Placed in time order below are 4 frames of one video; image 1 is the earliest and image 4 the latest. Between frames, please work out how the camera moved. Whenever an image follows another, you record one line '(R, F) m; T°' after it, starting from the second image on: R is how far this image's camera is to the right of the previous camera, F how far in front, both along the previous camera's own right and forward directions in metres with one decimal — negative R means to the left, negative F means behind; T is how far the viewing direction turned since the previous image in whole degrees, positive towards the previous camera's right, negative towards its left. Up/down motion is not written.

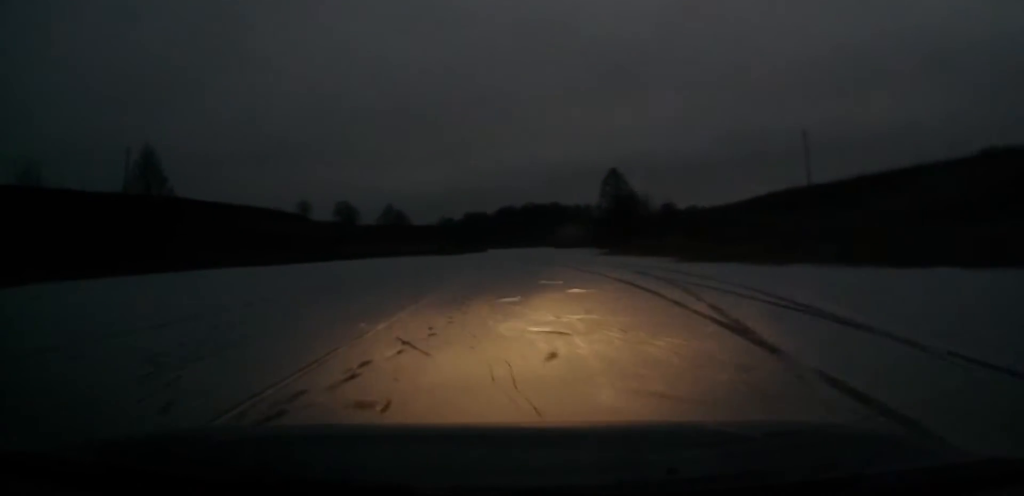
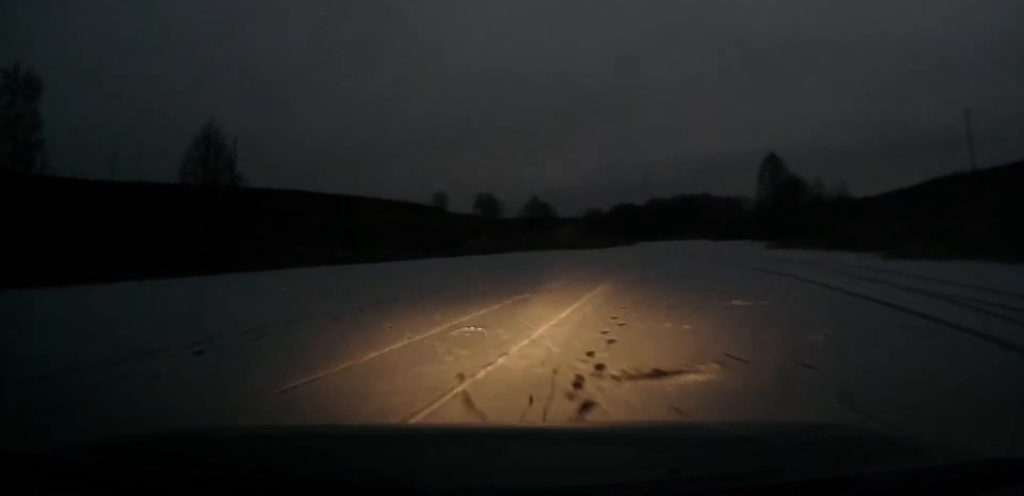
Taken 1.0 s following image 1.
(-0.4, +8.6) m; -3°
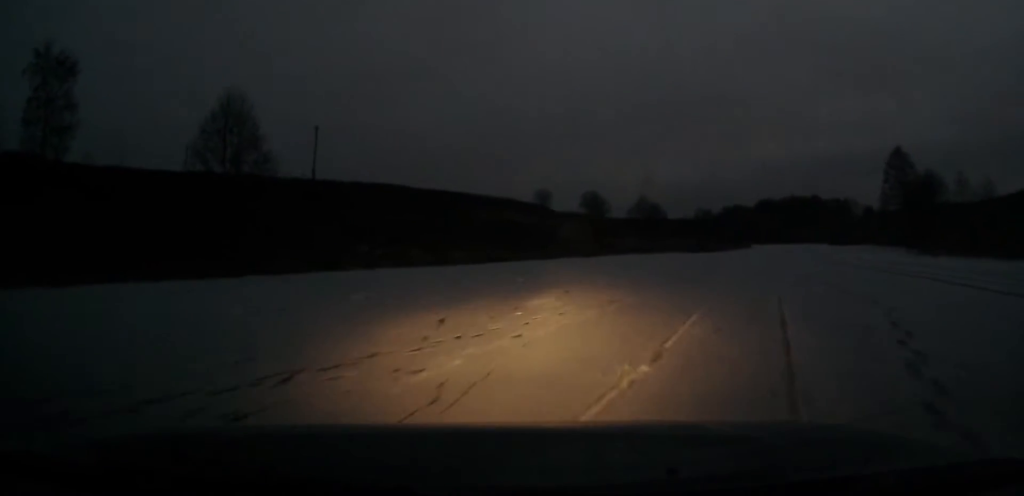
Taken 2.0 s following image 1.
(0.0, +8.2) m; +1°
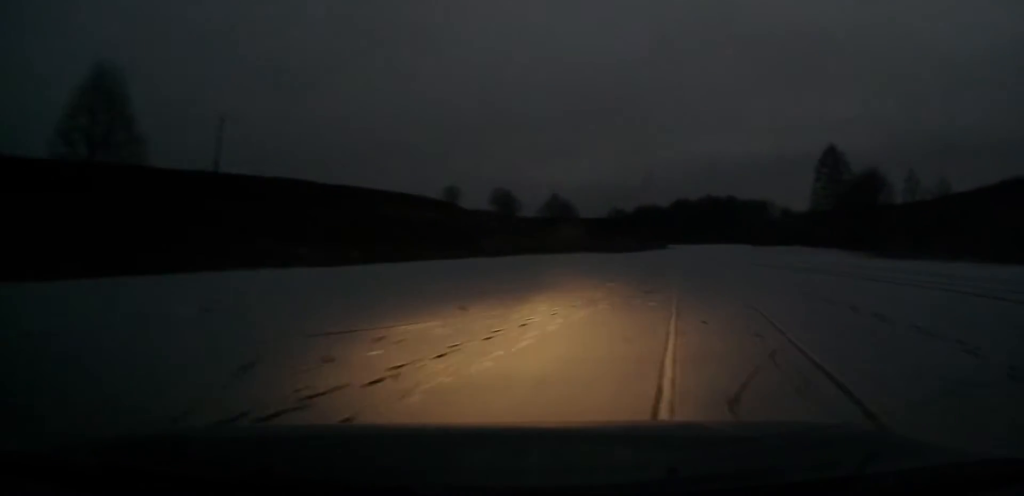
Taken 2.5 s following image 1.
(-0.1, +4.3) m; +3°
